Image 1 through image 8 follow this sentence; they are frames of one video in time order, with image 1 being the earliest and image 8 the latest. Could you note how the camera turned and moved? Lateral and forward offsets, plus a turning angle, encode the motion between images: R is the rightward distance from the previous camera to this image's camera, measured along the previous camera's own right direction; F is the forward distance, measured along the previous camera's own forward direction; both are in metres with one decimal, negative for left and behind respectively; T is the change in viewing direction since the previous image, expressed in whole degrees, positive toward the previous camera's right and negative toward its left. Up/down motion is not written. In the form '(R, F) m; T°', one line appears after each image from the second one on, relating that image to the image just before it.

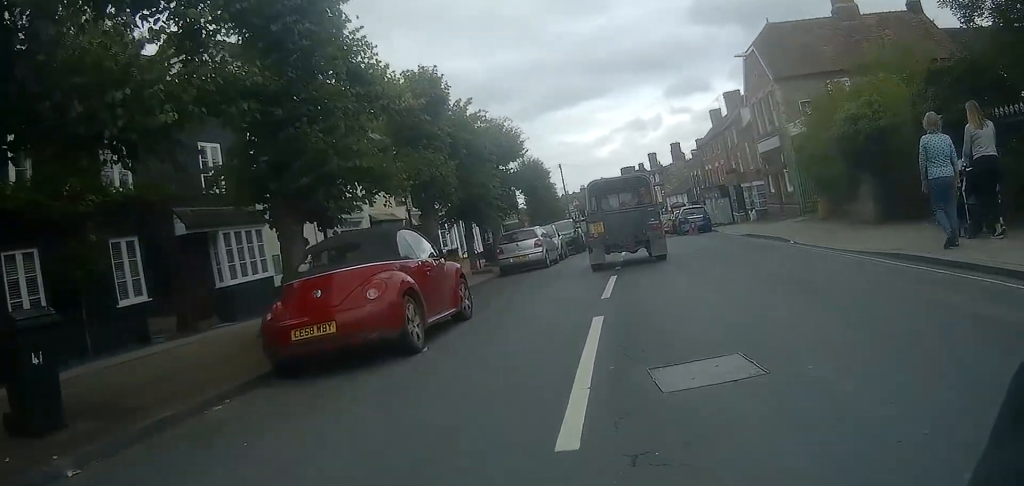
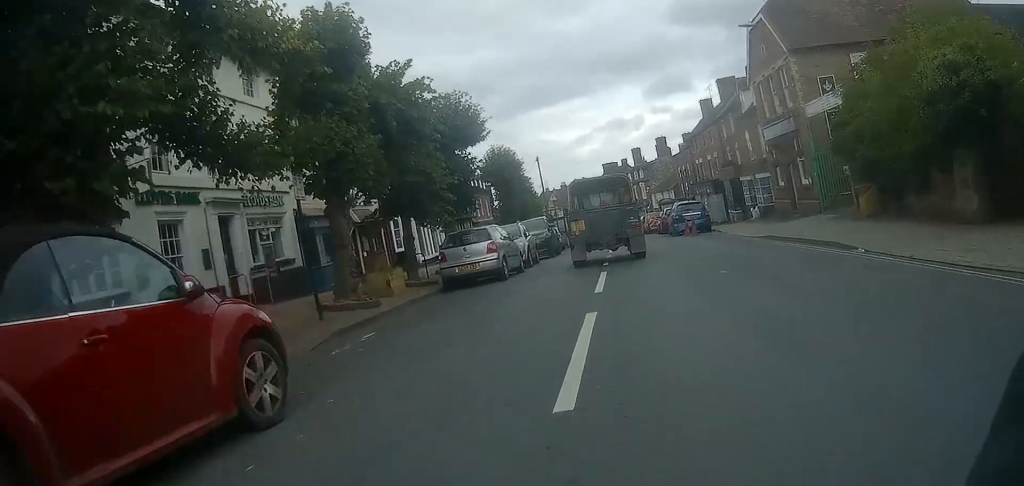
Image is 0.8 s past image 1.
(0.0, +5.4) m; +1°
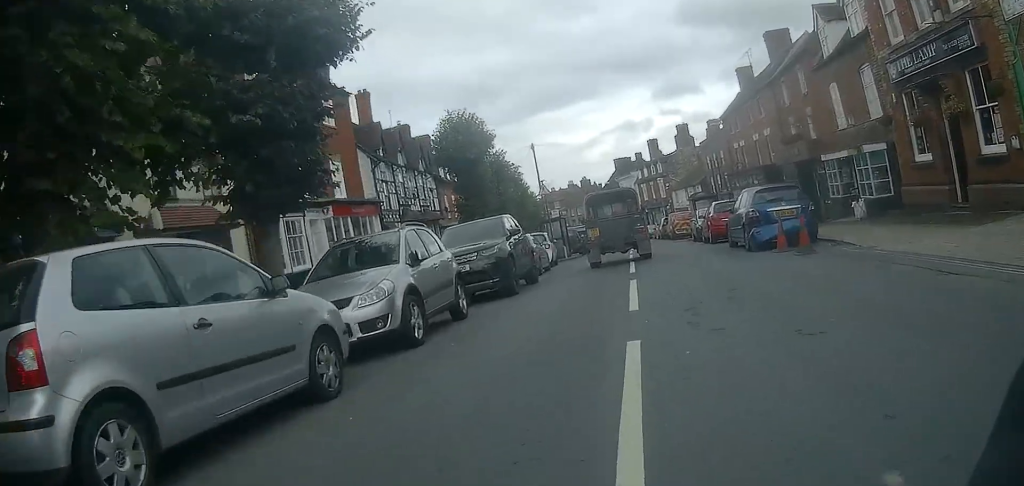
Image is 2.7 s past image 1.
(+0.3, +13.1) m; +2°
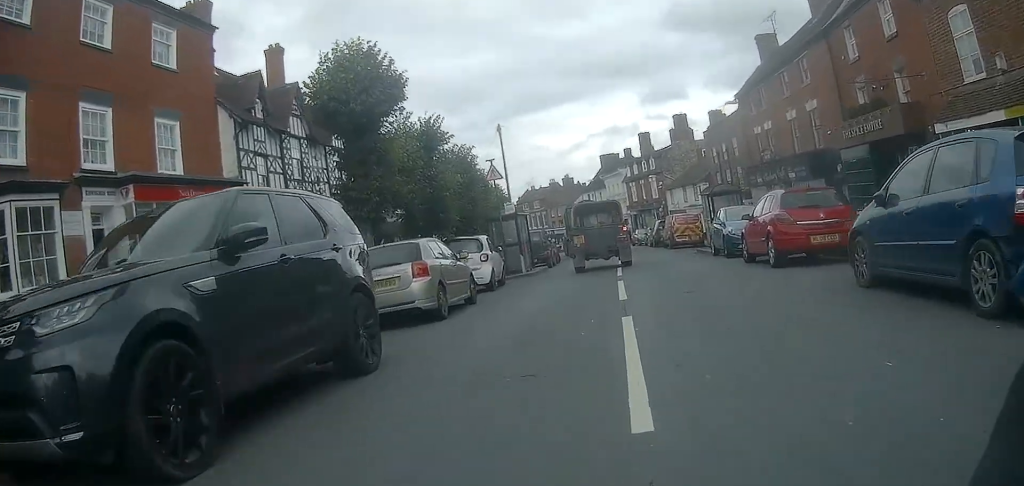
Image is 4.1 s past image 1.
(-0.1, +10.3) m; -1°
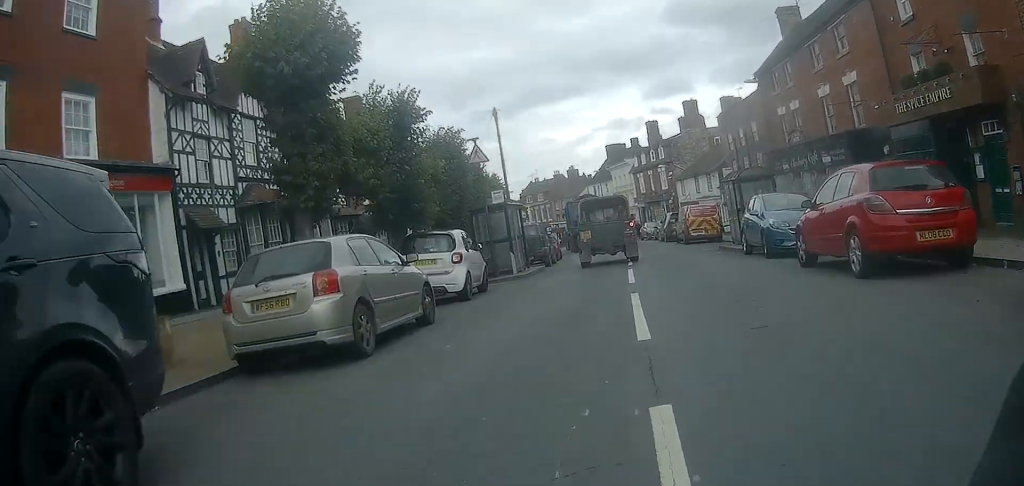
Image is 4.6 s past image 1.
(-0.1, +3.8) m; +1°
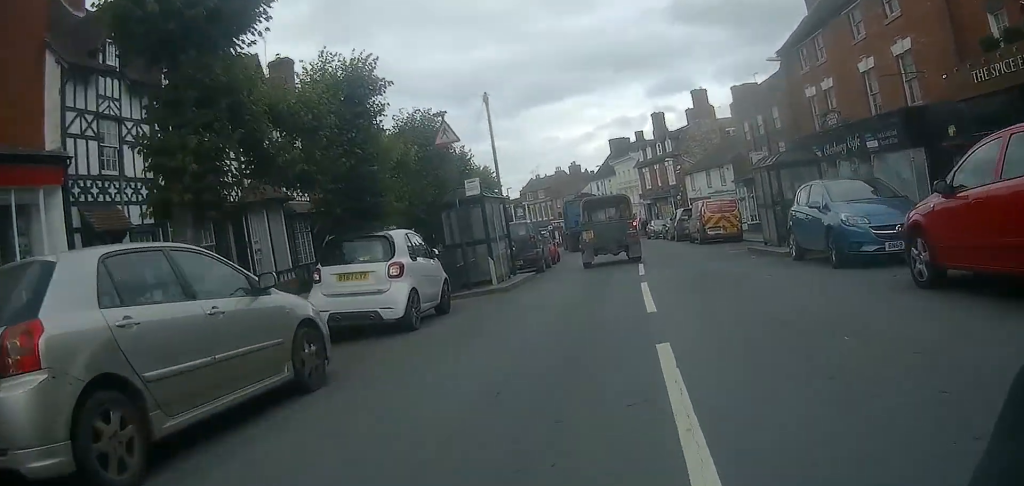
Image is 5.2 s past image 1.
(0.0, +4.0) m; 0°
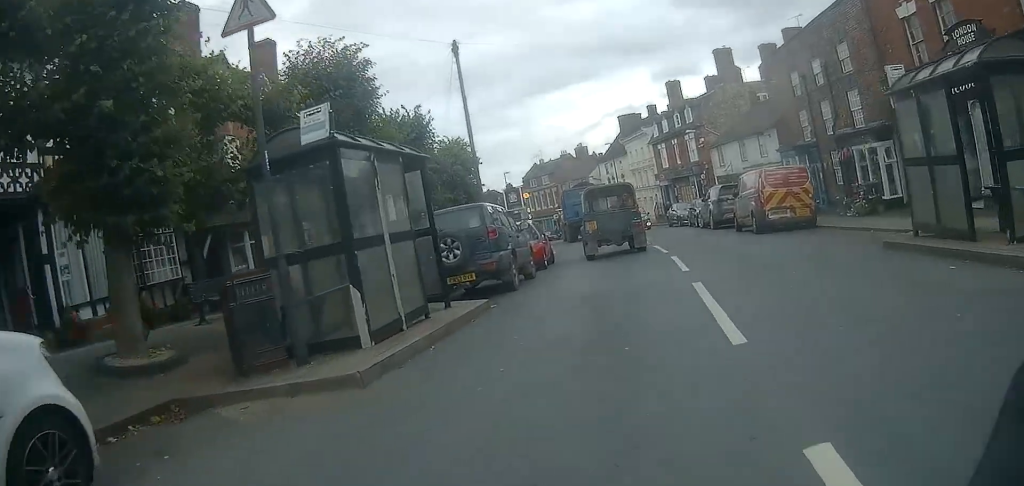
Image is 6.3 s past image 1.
(+0.1, +8.7) m; -2°
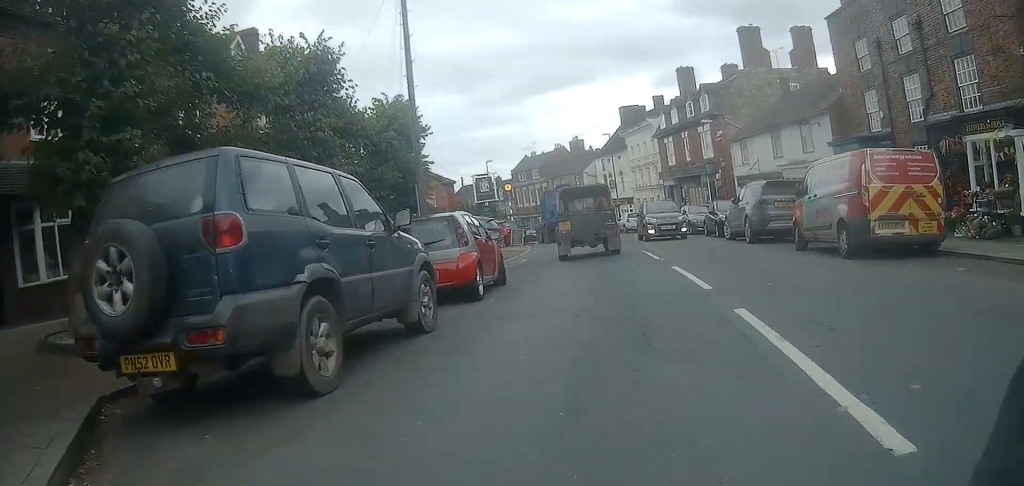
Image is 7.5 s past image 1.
(-0.3, +8.1) m; -1°
